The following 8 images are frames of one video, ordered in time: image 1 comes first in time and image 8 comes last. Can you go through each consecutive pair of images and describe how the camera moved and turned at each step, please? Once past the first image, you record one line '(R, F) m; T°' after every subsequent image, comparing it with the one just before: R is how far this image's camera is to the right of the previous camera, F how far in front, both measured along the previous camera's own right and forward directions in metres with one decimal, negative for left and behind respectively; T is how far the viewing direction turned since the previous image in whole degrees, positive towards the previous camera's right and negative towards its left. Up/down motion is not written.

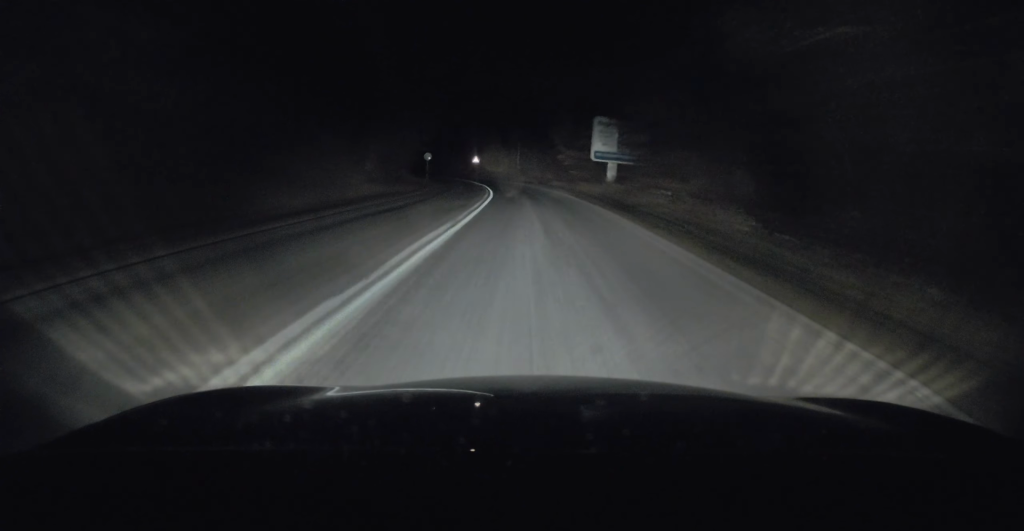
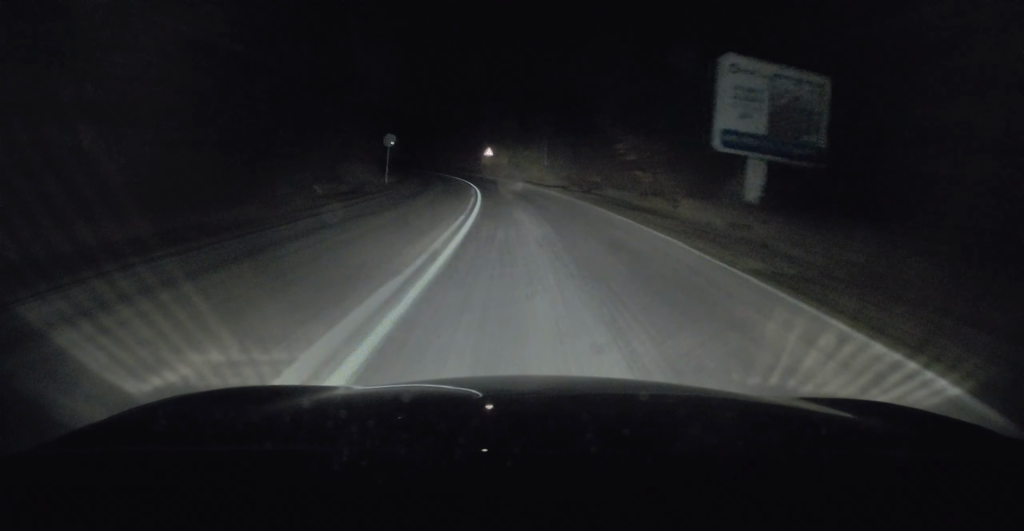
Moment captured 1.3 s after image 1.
(-0.4, +25.6) m; -3°
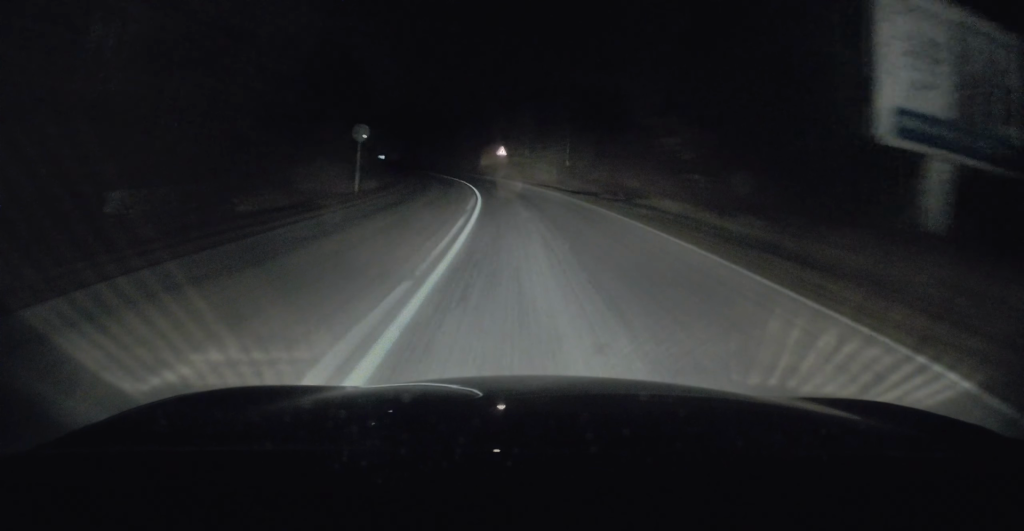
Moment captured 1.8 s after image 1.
(-0.3, +9.3) m; -2°
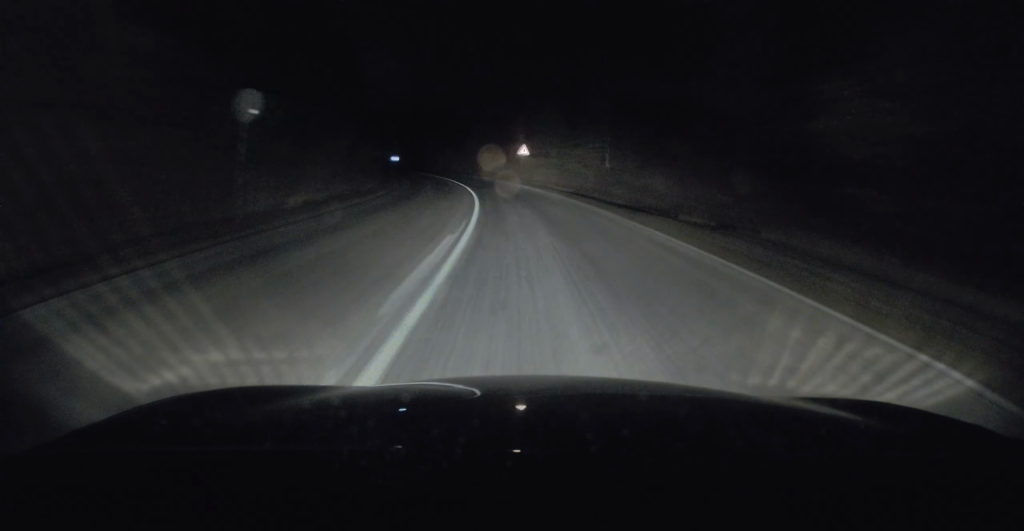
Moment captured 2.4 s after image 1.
(-0.3, +12.7) m; -2°
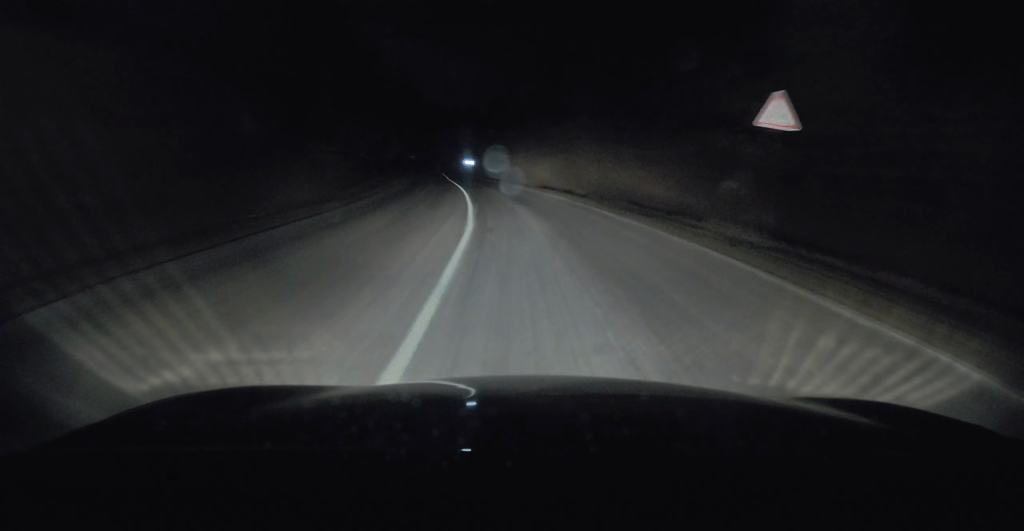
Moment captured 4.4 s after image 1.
(-3.0, +40.6) m; -9°
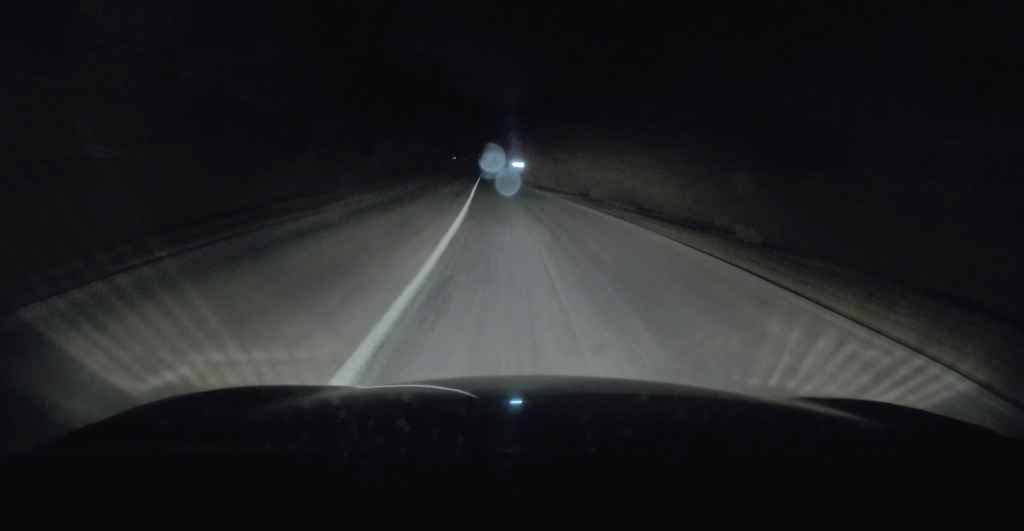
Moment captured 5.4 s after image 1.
(-1.0, +21.0) m; -4°
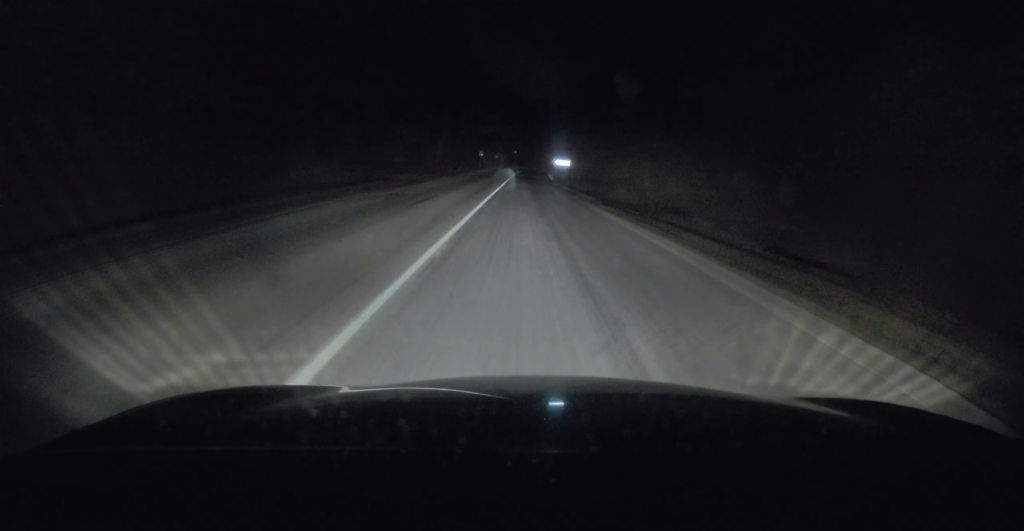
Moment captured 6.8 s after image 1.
(-1.1, +26.8) m; -3°
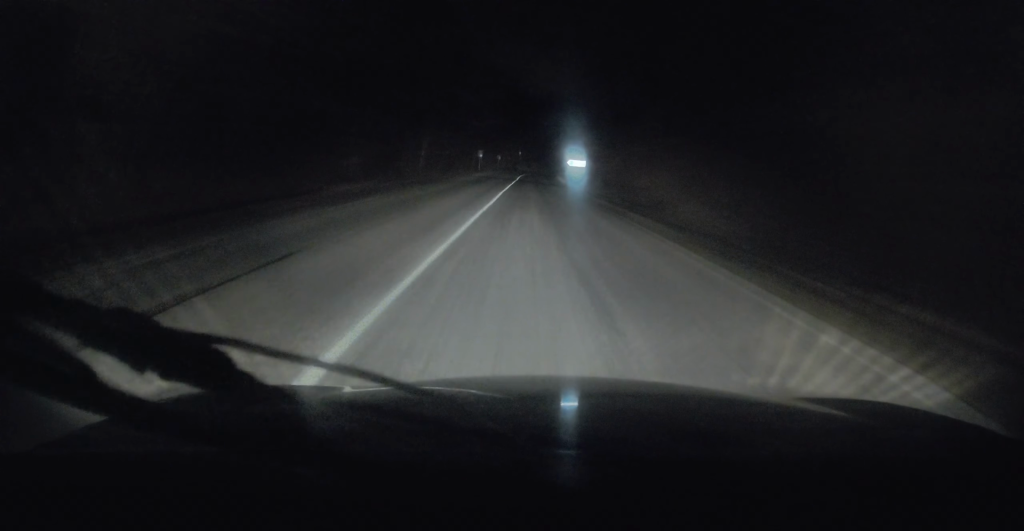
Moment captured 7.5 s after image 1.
(0.0, +14.3) m; 0°
